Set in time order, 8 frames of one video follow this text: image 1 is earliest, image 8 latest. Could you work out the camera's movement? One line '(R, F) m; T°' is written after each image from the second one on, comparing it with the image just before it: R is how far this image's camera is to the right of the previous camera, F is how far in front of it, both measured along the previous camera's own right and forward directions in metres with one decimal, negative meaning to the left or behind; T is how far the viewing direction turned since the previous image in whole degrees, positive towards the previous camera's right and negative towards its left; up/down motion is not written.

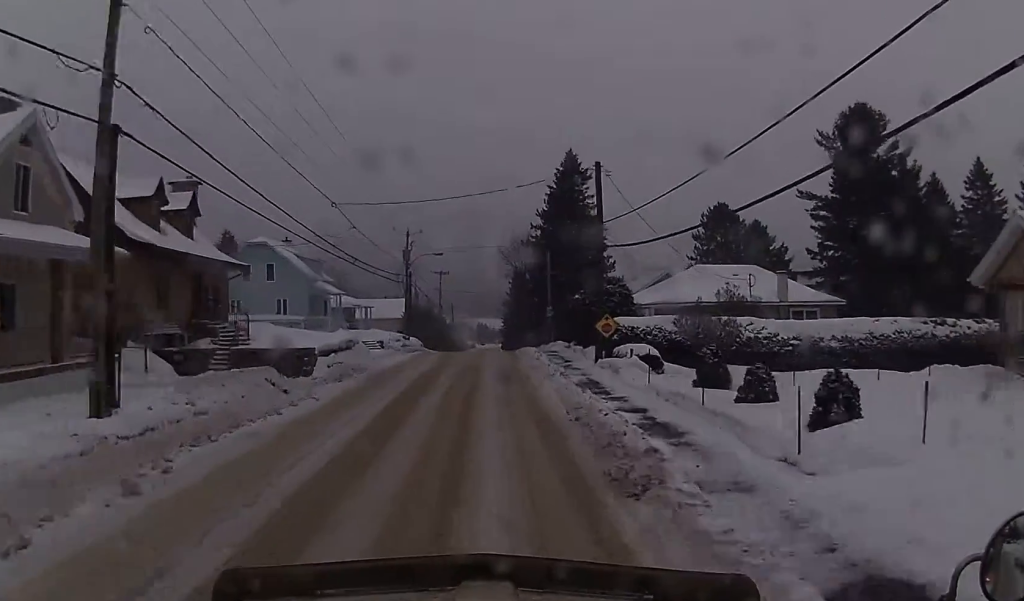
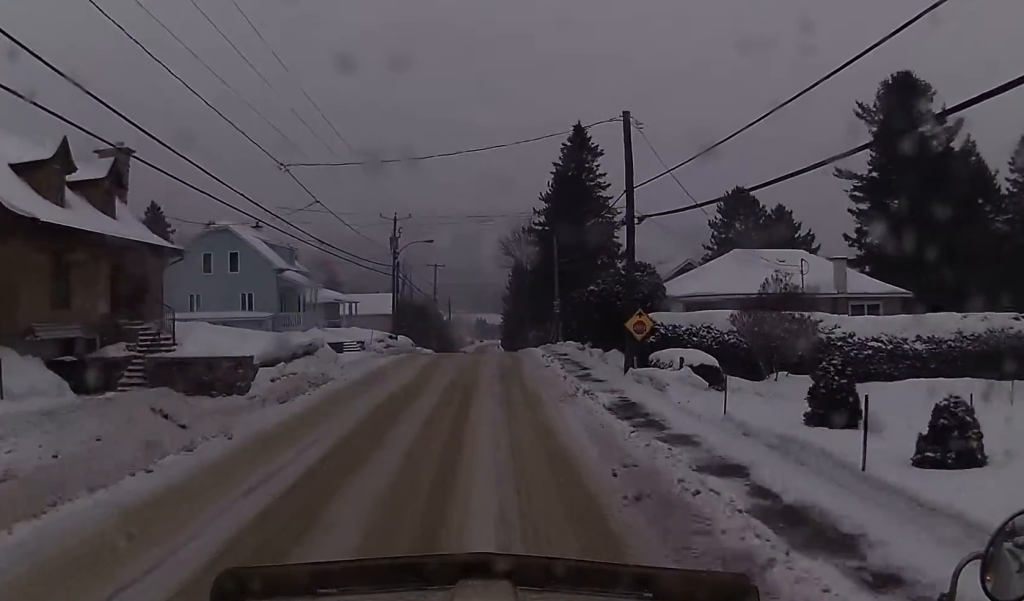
(0.0, +7.6) m; +1°
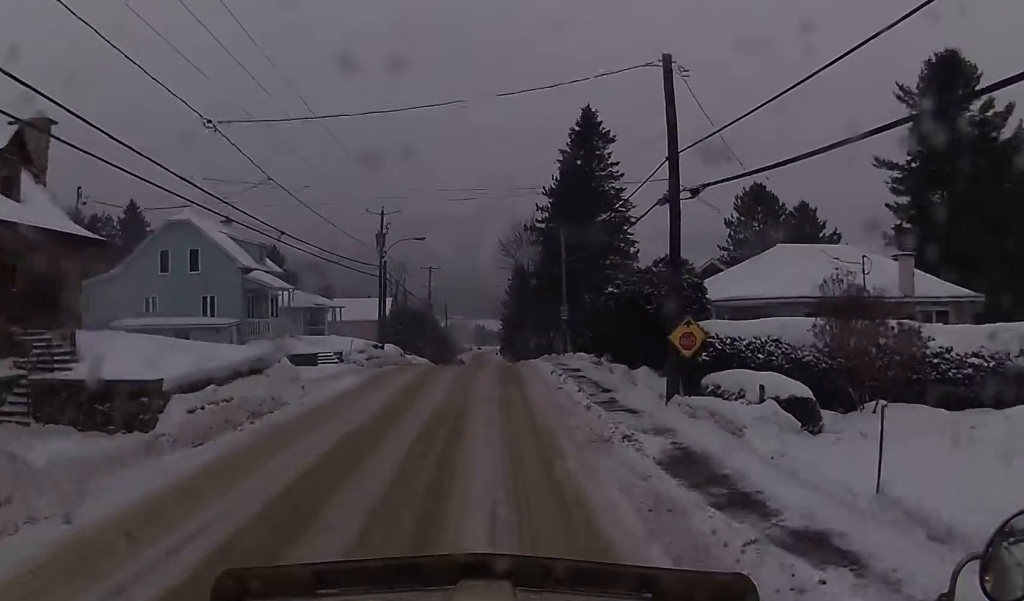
(+0.2, +6.3) m; +1°
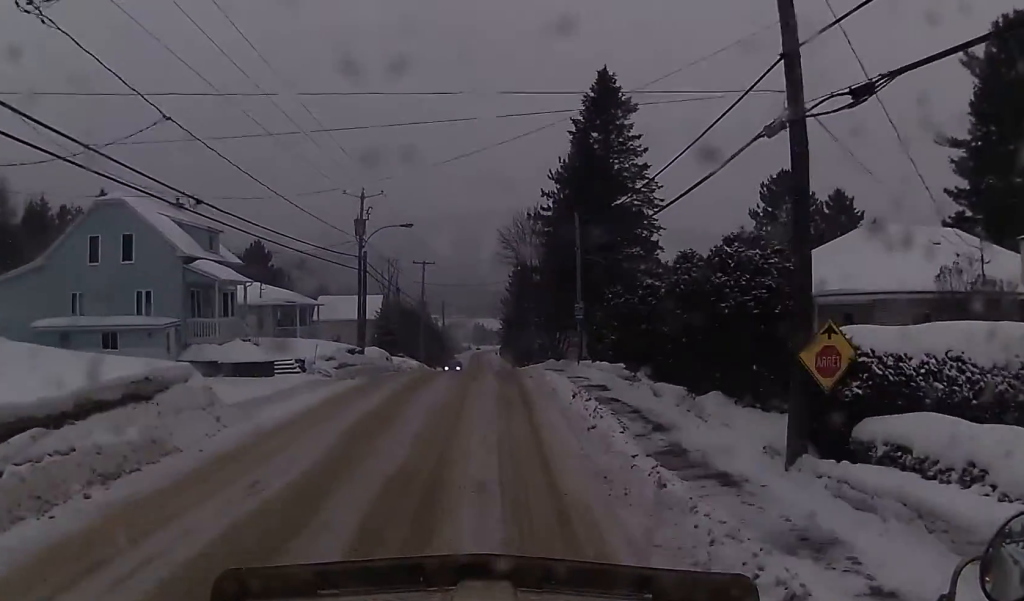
(+0.1, +8.0) m; 0°
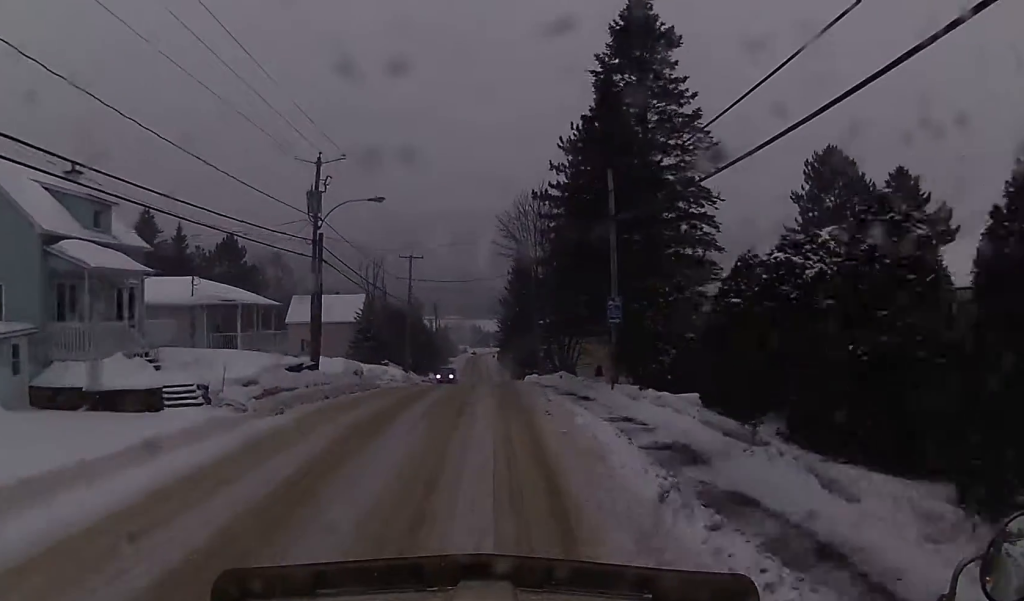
(0.0, +11.3) m; -1°
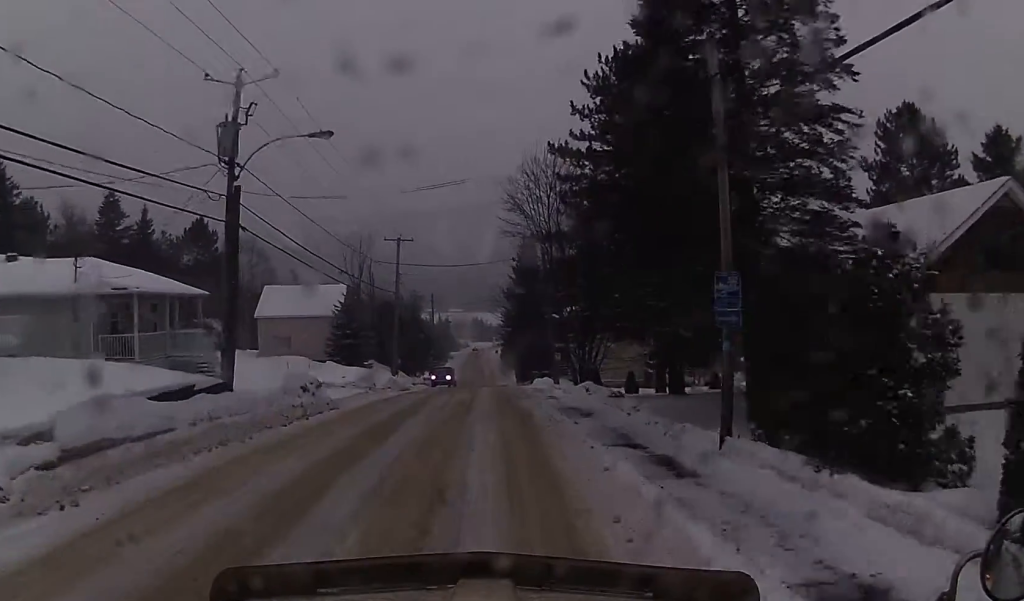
(-0.3, +12.1) m; -1°
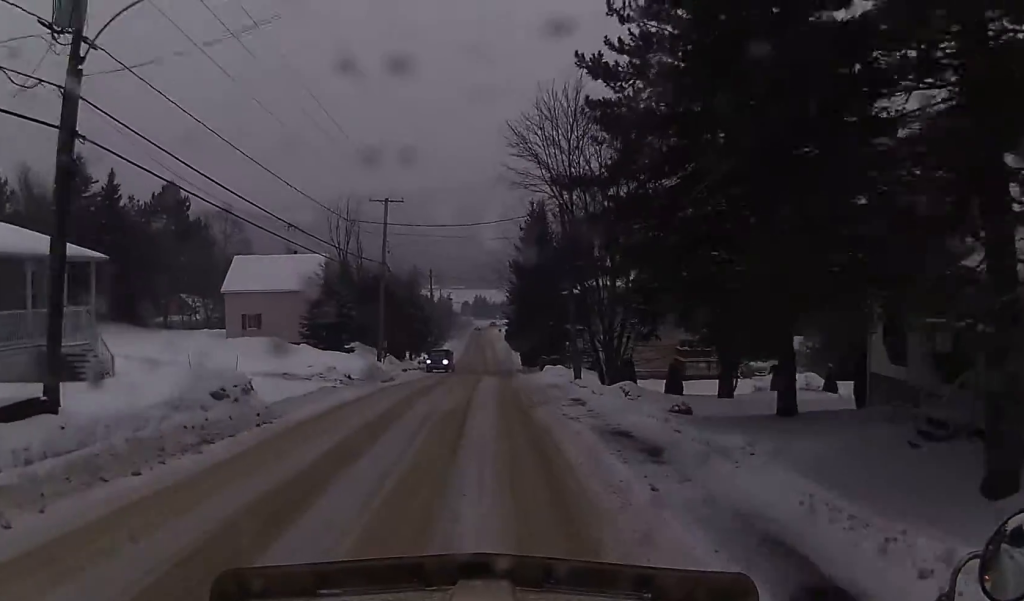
(+0.1, +10.1) m; 0°
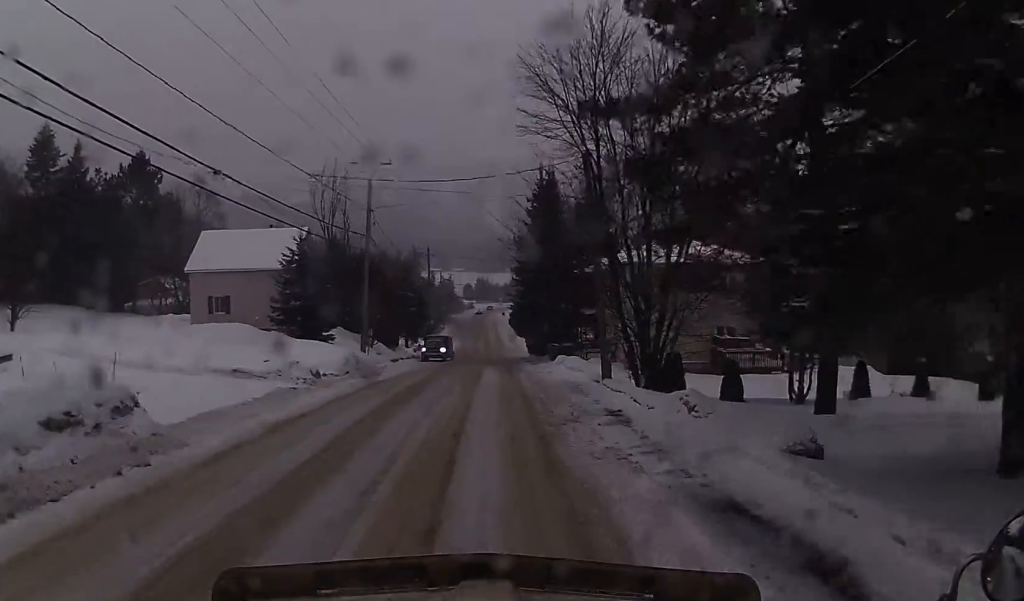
(0.0, +8.3) m; 0°
